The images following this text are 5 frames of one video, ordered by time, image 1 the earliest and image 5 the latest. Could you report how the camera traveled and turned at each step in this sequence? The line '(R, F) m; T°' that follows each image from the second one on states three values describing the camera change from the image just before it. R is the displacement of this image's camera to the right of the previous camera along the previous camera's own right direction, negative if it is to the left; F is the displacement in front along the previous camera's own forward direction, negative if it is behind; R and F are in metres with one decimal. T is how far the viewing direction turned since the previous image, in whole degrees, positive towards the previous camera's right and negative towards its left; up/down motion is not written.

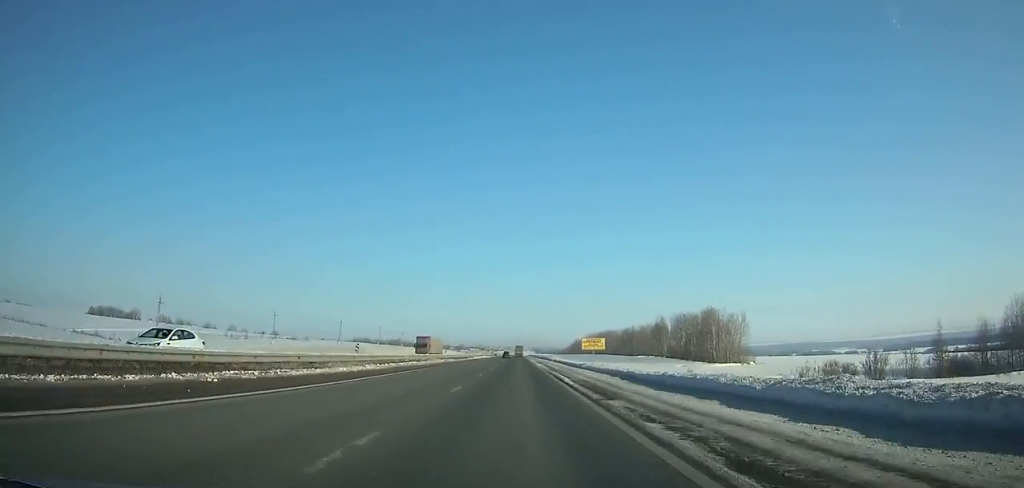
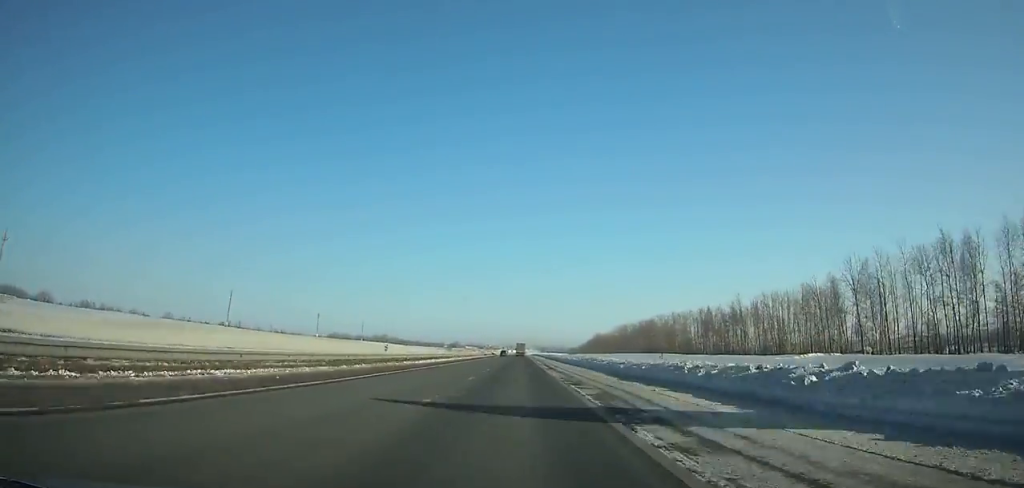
(-0.4, +145.9) m; 0°
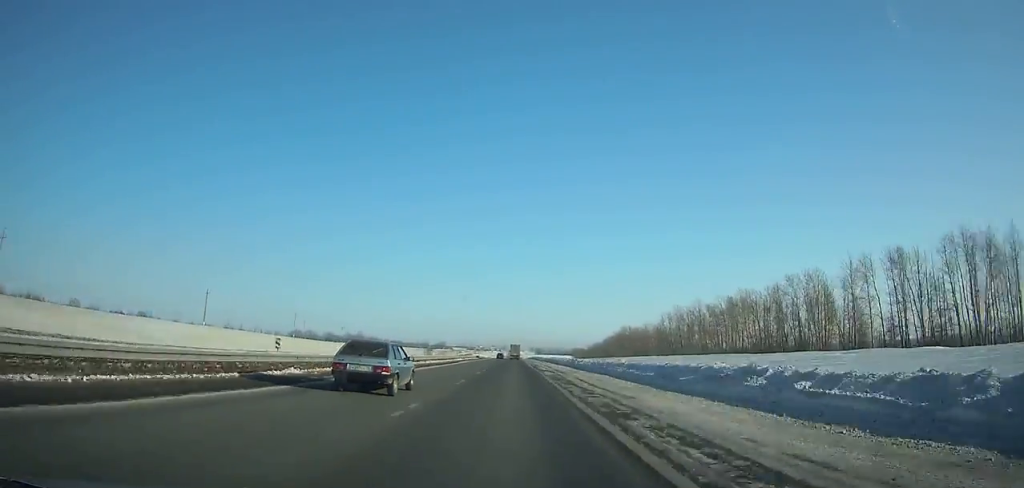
(+0.6, +131.8) m; +1°
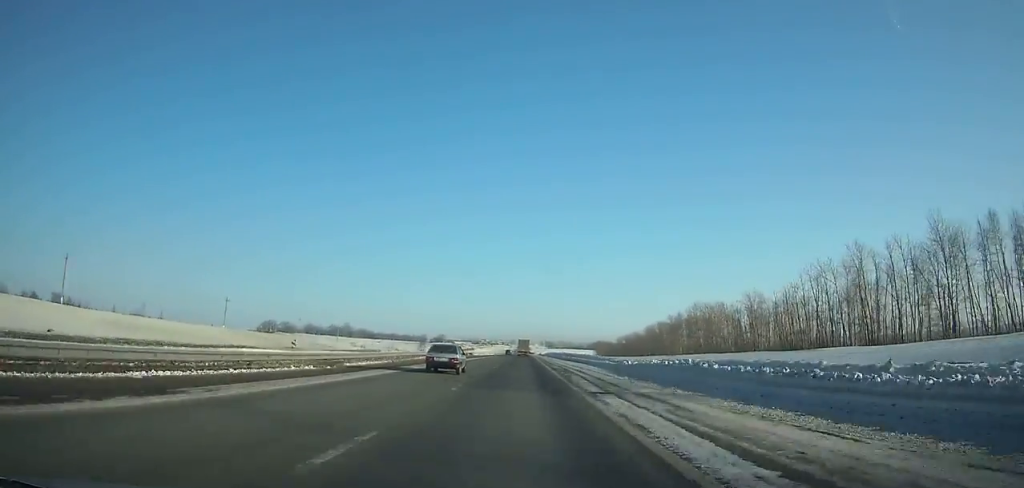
(-0.5, +112.2) m; 0°
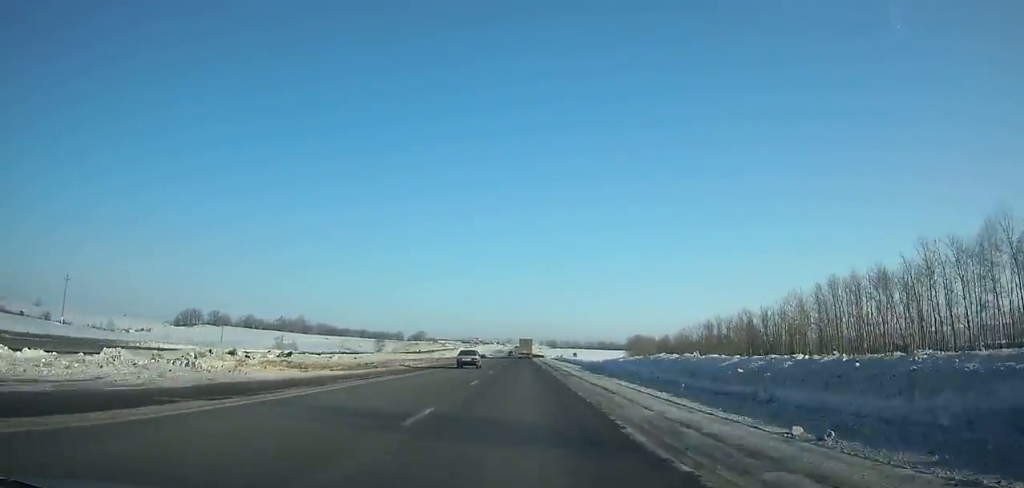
(+0.6, +162.4) m; 0°
